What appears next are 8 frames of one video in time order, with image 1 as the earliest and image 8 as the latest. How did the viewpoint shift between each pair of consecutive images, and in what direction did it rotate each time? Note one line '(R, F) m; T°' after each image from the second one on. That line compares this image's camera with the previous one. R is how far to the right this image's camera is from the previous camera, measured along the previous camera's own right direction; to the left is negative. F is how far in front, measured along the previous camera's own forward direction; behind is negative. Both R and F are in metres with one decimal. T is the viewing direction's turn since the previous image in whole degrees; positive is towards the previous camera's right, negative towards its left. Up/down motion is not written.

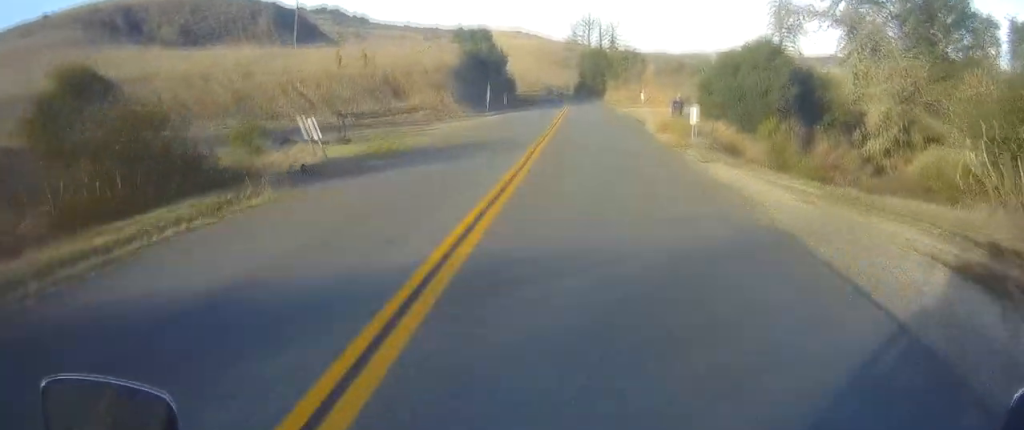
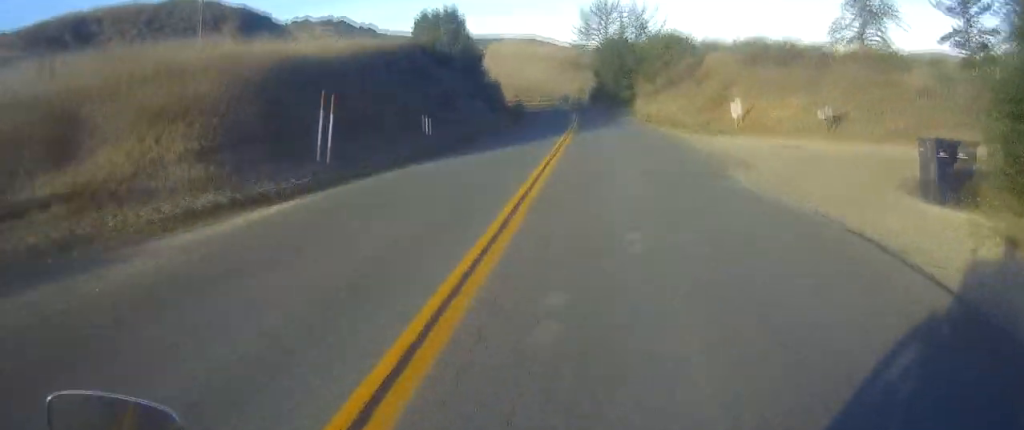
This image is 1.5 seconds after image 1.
(-0.3, +32.3) m; 0°
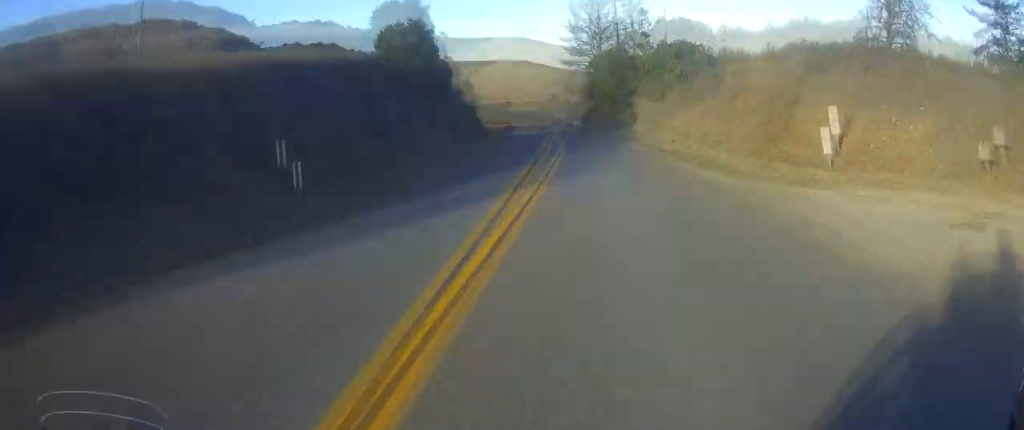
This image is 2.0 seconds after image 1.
(0.0, +11.4) m; 0°
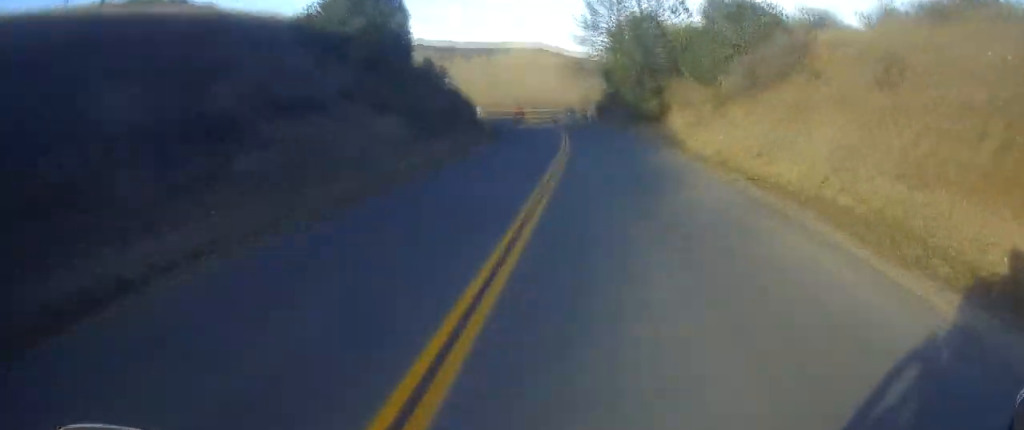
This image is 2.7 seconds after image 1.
(0.0, +14.1) m; 0°
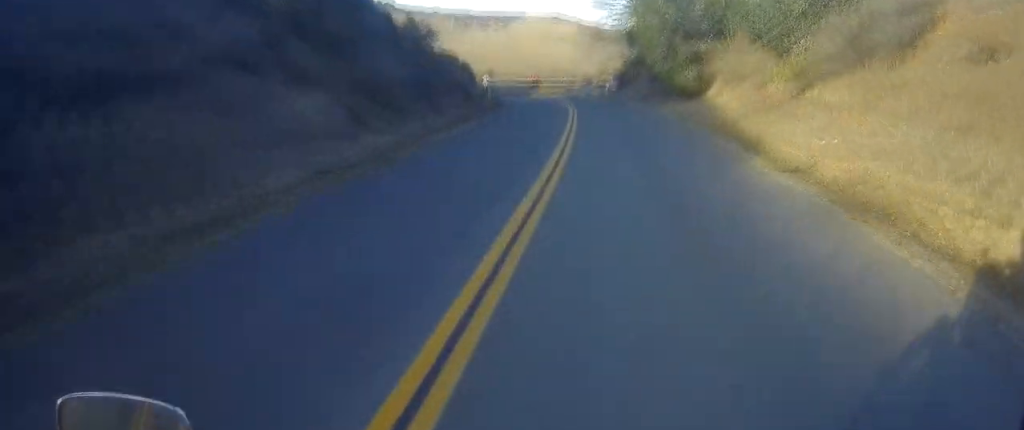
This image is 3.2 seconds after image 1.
(0.0, +10.0) m; 0°
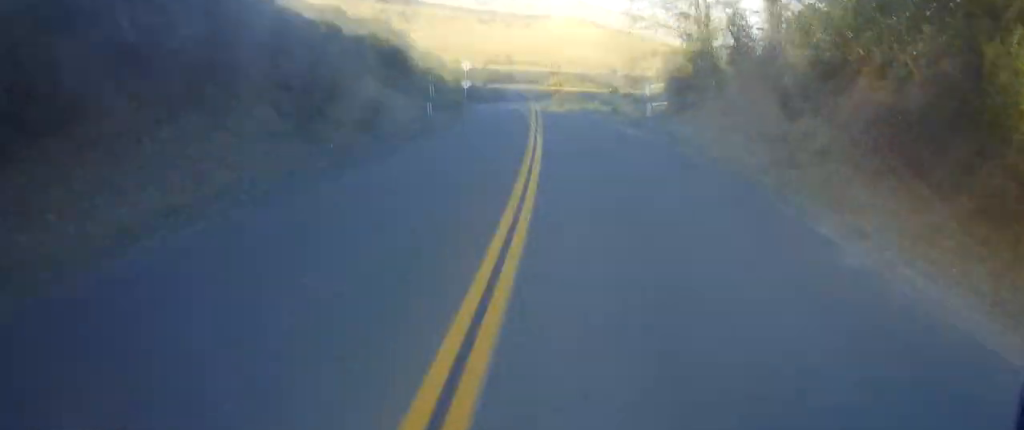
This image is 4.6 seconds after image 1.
(-0.4, +30.1) m; -3°
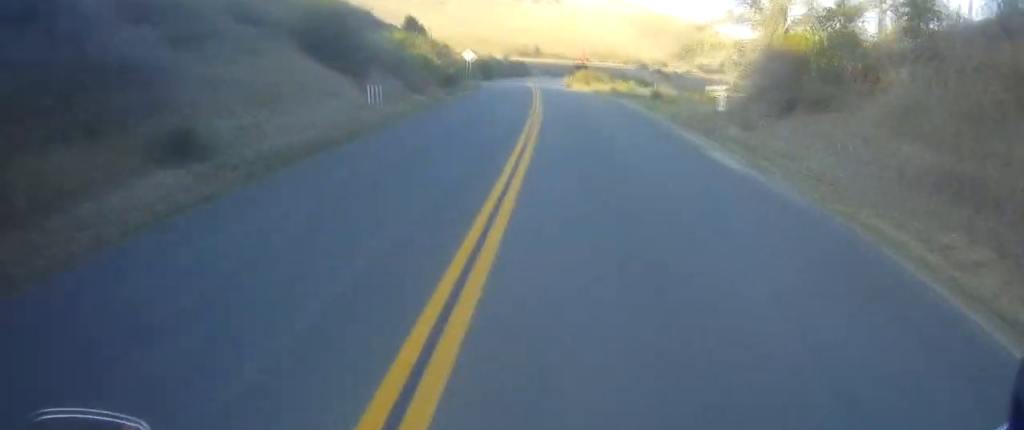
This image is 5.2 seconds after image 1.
(-0.3, +13.5) m; -2°
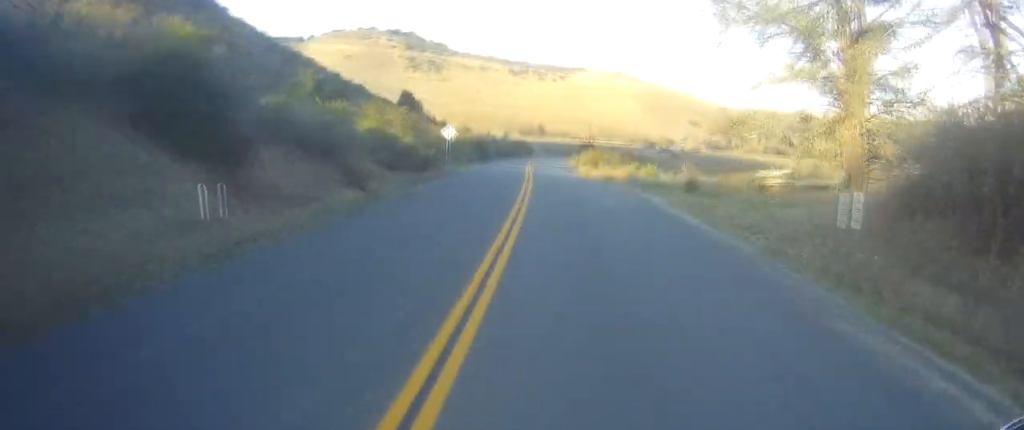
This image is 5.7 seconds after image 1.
(-0.1, +10.7) m; -1°
